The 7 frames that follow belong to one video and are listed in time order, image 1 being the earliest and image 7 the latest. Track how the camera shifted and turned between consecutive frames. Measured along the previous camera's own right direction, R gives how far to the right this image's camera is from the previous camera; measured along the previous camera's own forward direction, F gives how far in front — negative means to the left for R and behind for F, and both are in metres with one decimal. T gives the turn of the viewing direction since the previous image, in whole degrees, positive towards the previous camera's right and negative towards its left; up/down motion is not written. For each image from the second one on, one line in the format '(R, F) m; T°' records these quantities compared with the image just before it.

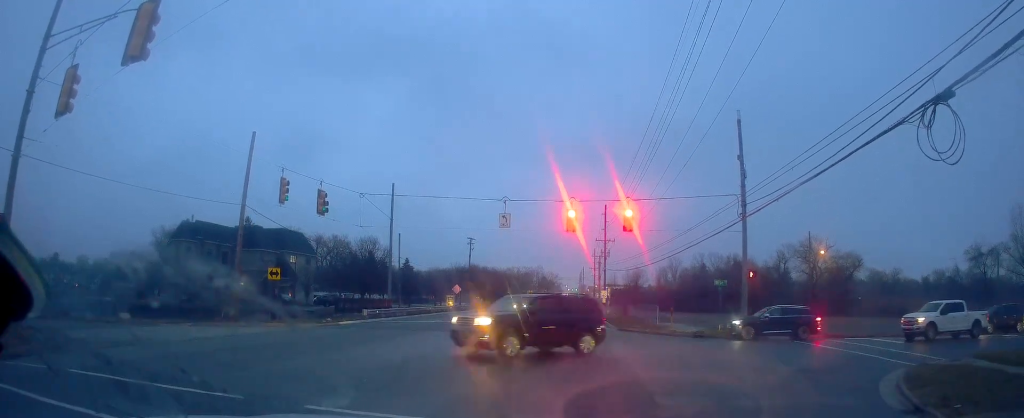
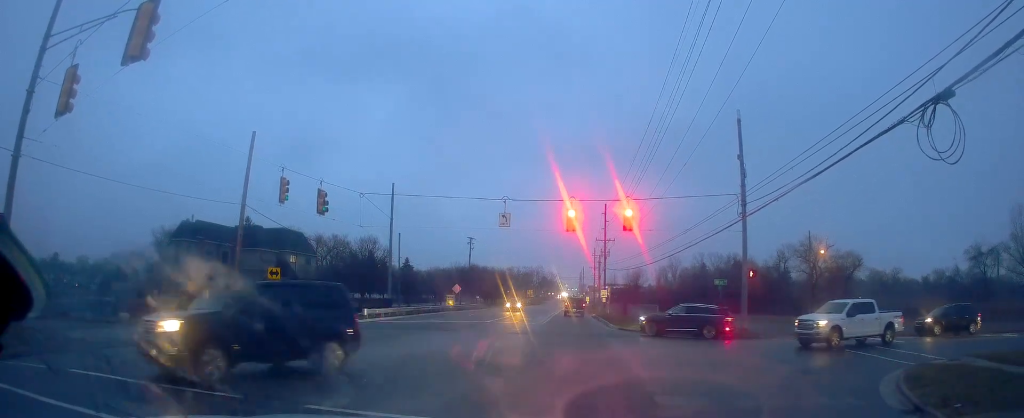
(0.0, 0.0) m; 0°
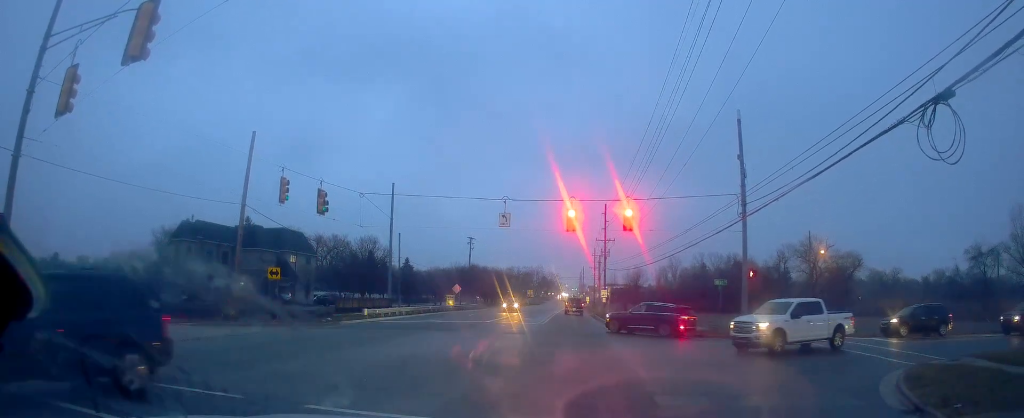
(0.0, 0.0) m; 0°
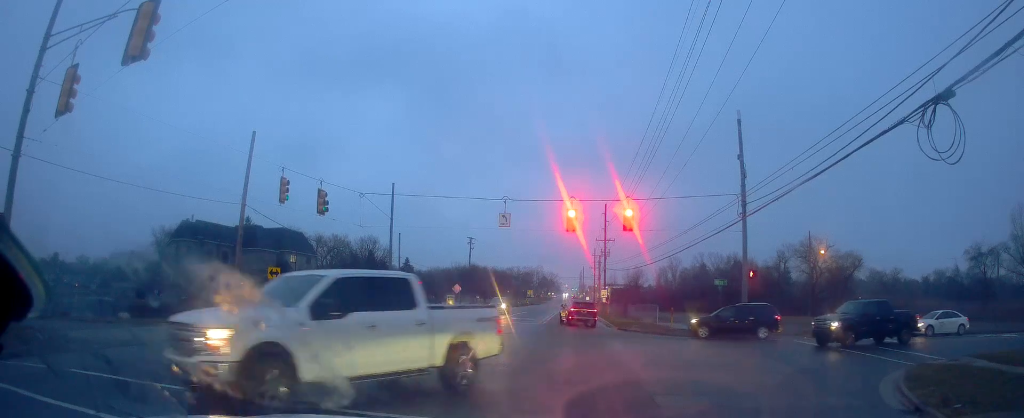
(0.0, 0.0) m; 0°
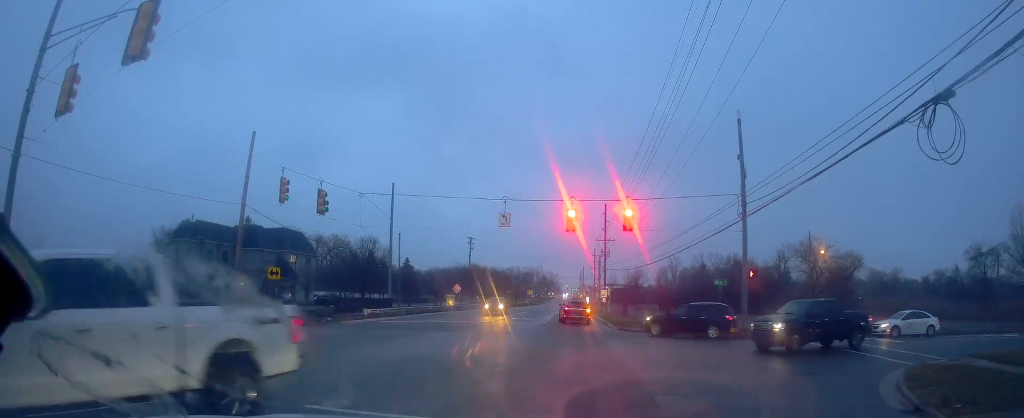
(0.0, 0.0) m; 0°
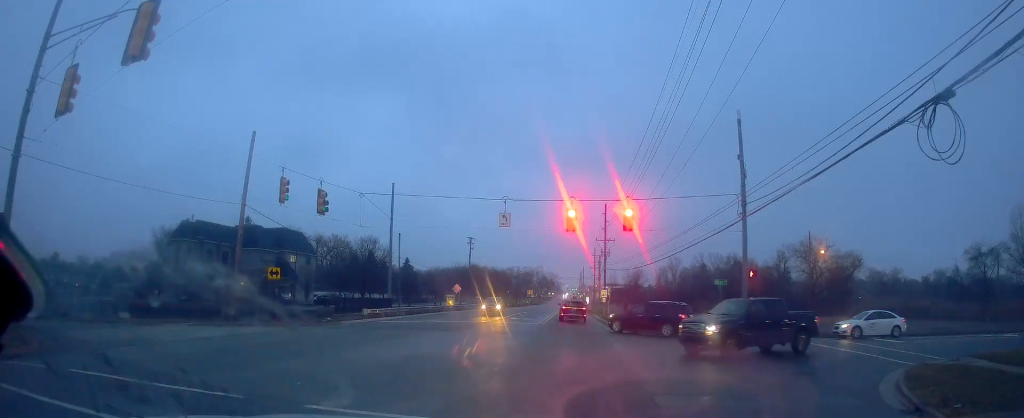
(0.0, 0.0) m; 0°
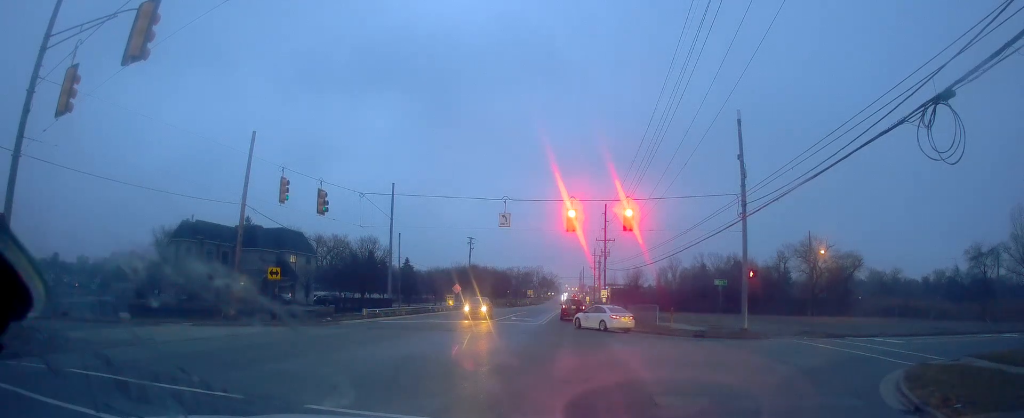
(0.0, 0.0) m; 0°
